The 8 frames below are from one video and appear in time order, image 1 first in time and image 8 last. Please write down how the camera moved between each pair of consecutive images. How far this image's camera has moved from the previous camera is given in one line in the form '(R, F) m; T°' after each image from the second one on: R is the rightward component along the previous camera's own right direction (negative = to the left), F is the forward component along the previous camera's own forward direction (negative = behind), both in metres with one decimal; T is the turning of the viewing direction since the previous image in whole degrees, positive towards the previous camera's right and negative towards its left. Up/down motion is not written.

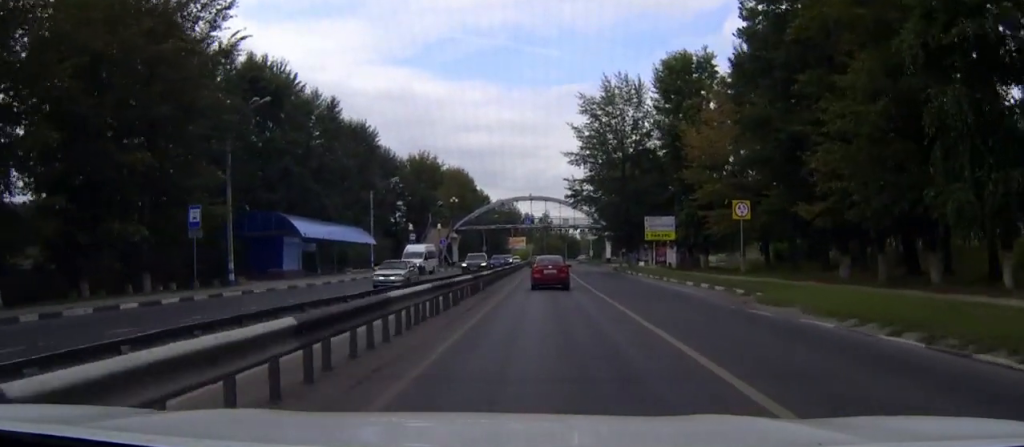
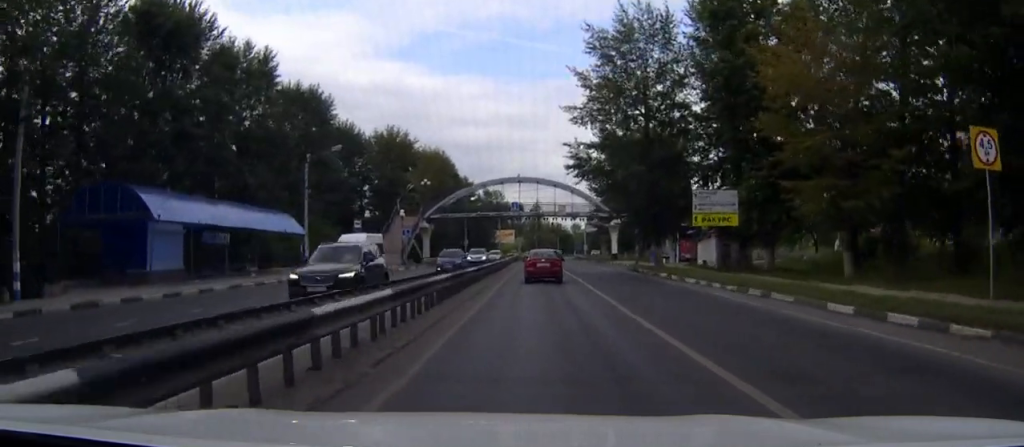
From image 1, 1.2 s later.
(-0.1, +19.5) m; 0°
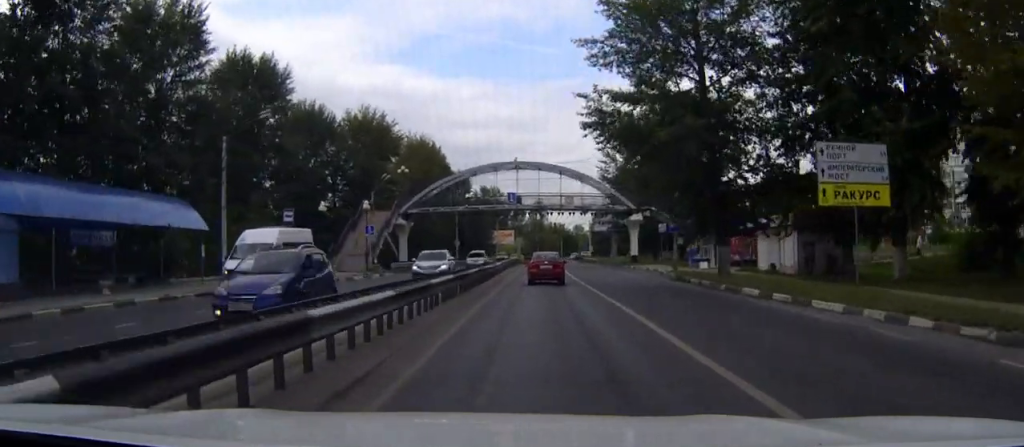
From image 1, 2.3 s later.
(0.0, +16.0) m; 0°
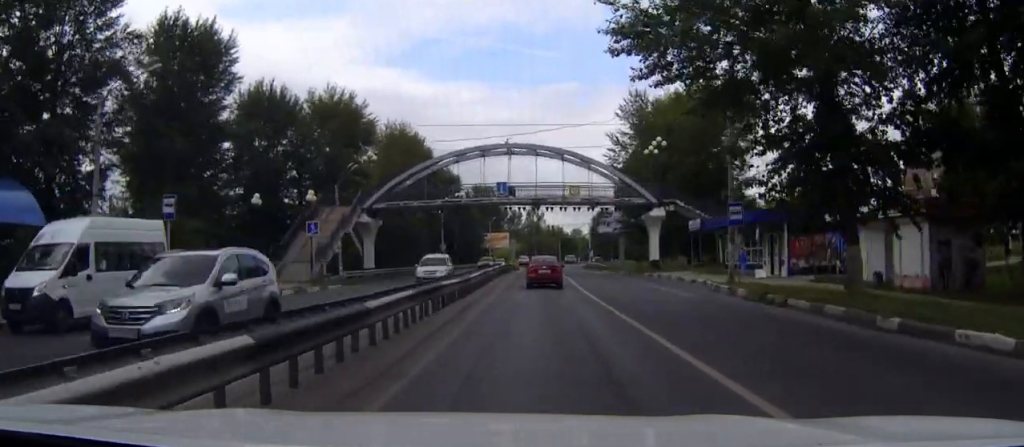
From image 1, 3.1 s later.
(0.0, +13.4) m; 0°
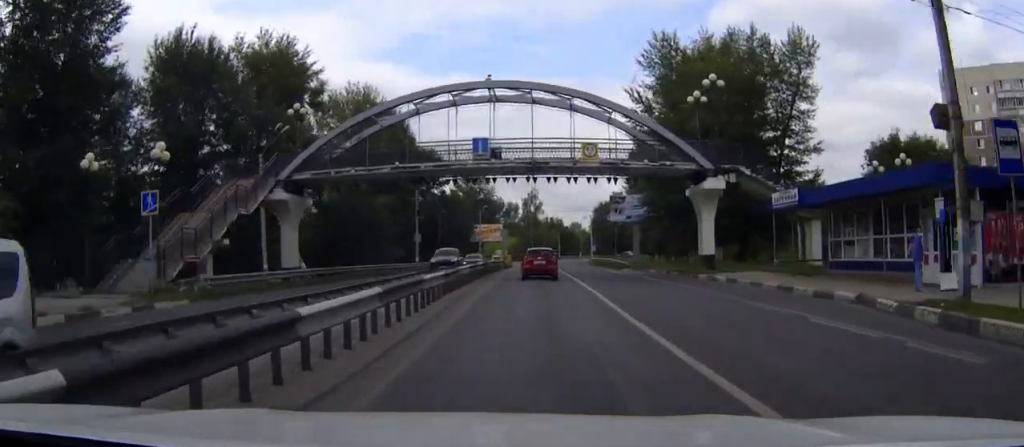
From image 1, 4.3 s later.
(+0.1, +18.2) m; 0°
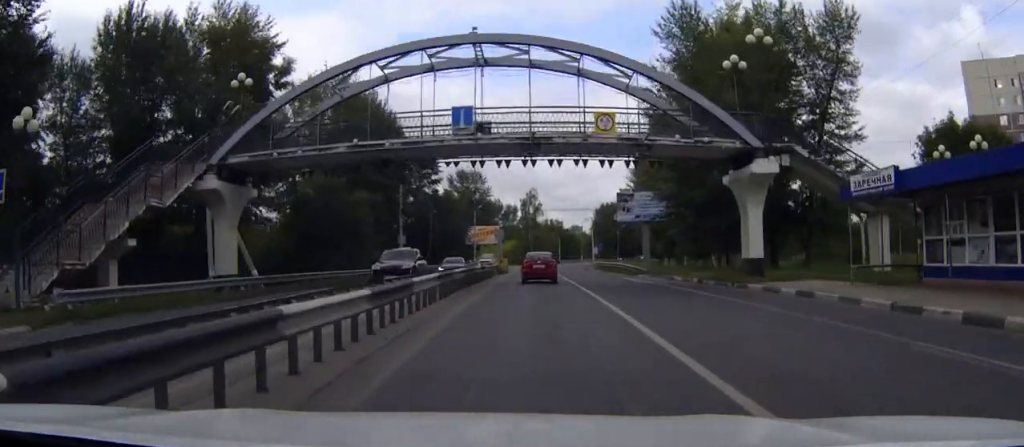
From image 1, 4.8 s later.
(0.0, +8.4) m; 0°
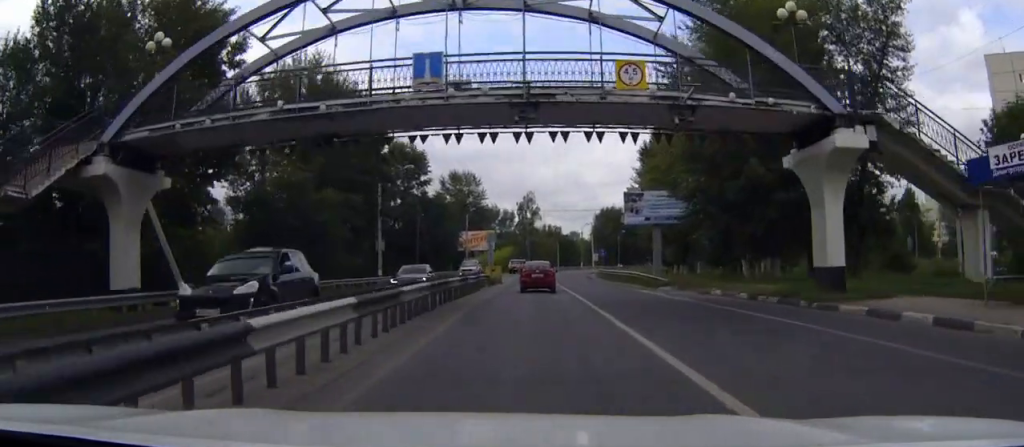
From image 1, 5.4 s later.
(0.0, +8.5) m; 0°
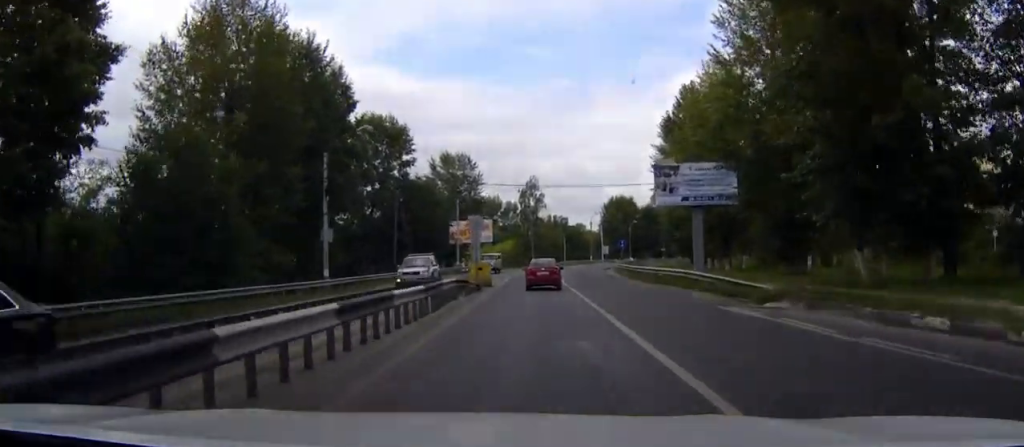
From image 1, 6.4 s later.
(0.0, +16.5) m; 0°
